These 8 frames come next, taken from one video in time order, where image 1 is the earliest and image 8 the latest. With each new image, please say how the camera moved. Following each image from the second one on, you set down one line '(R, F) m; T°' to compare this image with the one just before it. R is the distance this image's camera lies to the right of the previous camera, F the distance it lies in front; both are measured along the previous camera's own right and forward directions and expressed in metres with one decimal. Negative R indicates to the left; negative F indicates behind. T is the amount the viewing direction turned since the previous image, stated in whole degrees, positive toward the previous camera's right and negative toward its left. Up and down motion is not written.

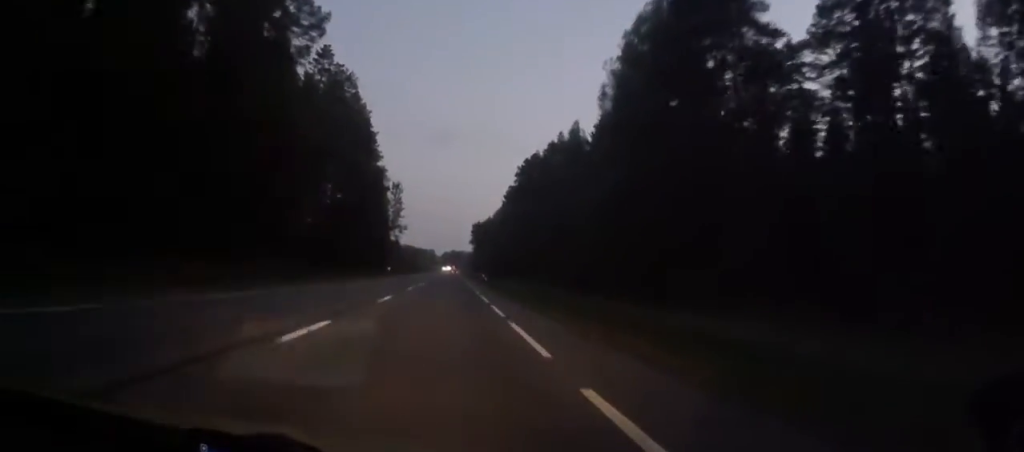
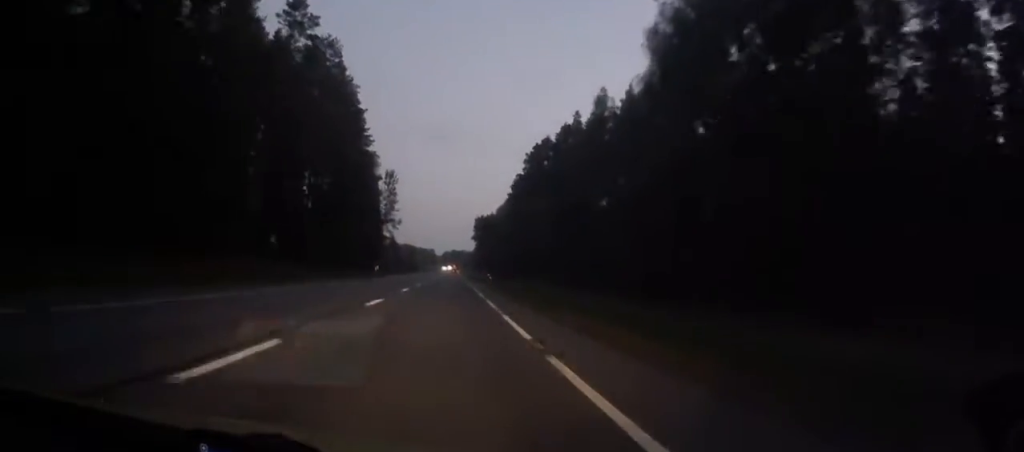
(0.0, +15.4) m; 0°
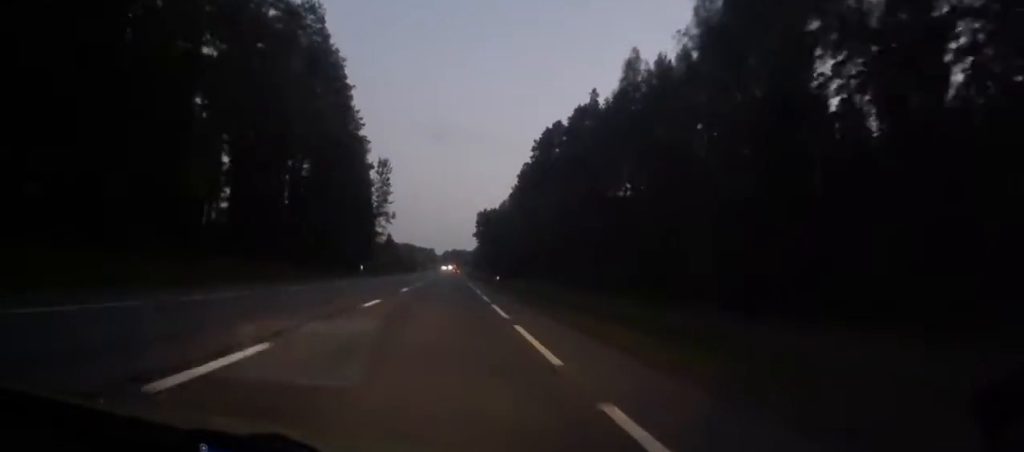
(0.0, +12.5) m; 0°
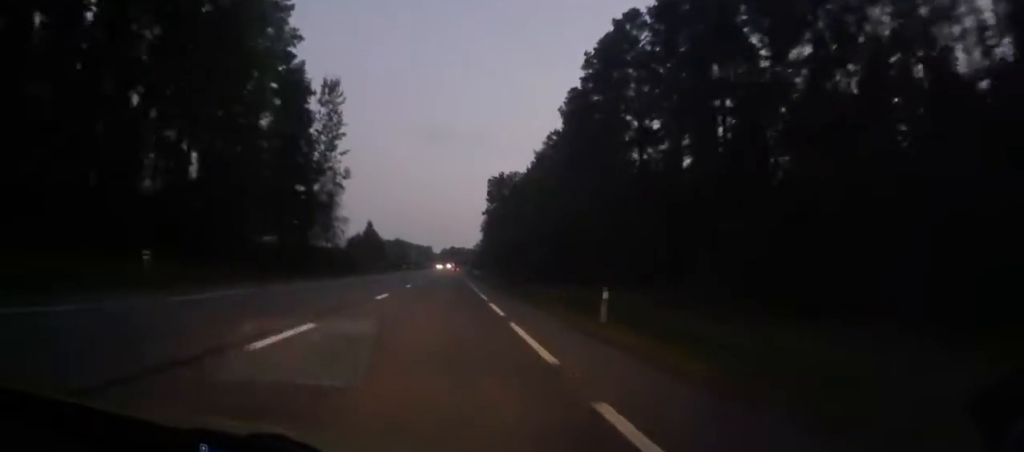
(-0.2, +45.2) m; -1°
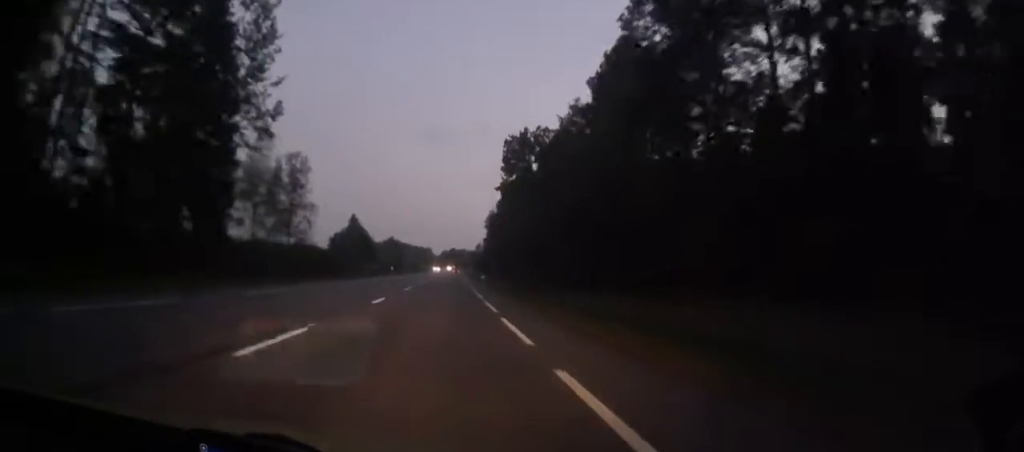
(-0.2, +24.9) m; -1°
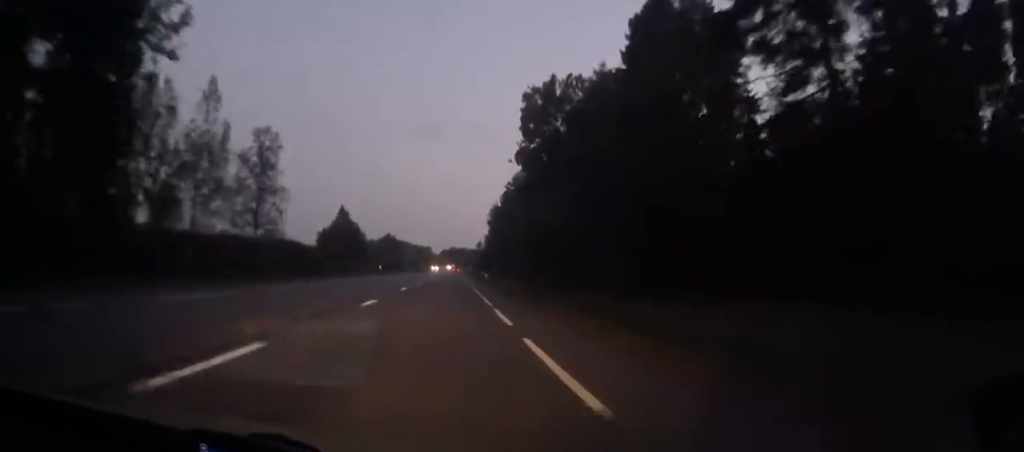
(-0.1, +14.2) m; 0°
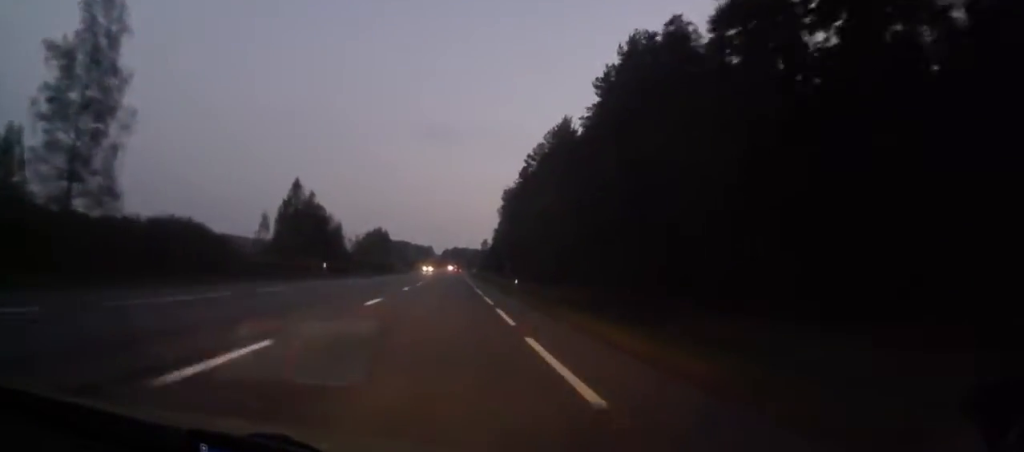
(-0.1, +35.8) m; 0°
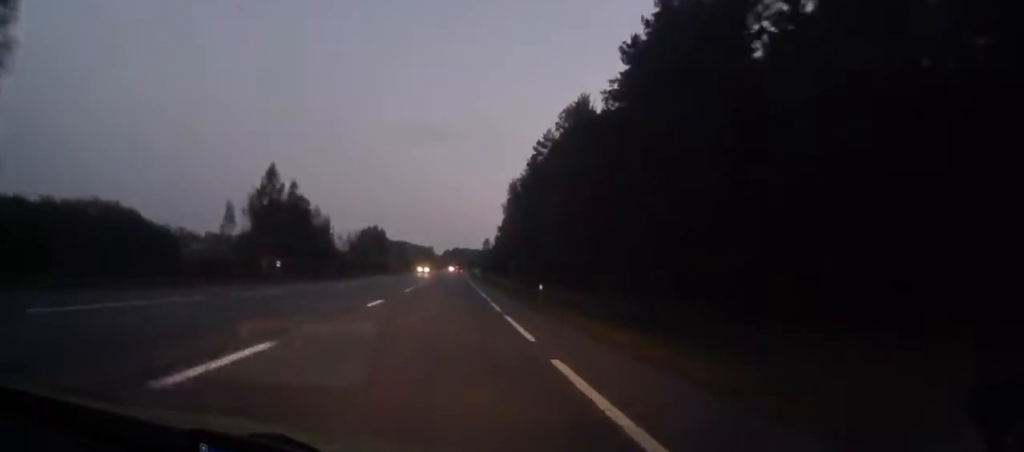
(0.0, +12.3) m; 0°
